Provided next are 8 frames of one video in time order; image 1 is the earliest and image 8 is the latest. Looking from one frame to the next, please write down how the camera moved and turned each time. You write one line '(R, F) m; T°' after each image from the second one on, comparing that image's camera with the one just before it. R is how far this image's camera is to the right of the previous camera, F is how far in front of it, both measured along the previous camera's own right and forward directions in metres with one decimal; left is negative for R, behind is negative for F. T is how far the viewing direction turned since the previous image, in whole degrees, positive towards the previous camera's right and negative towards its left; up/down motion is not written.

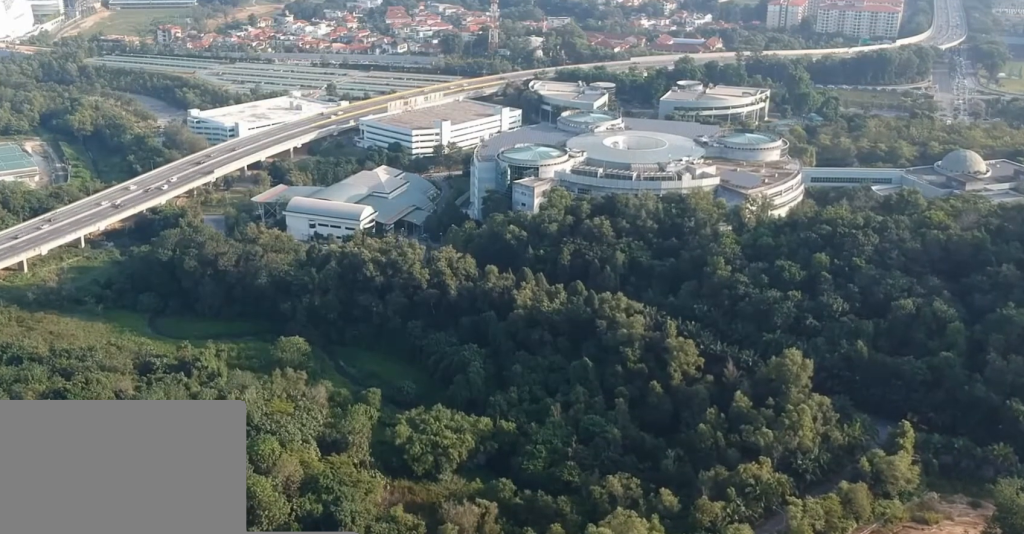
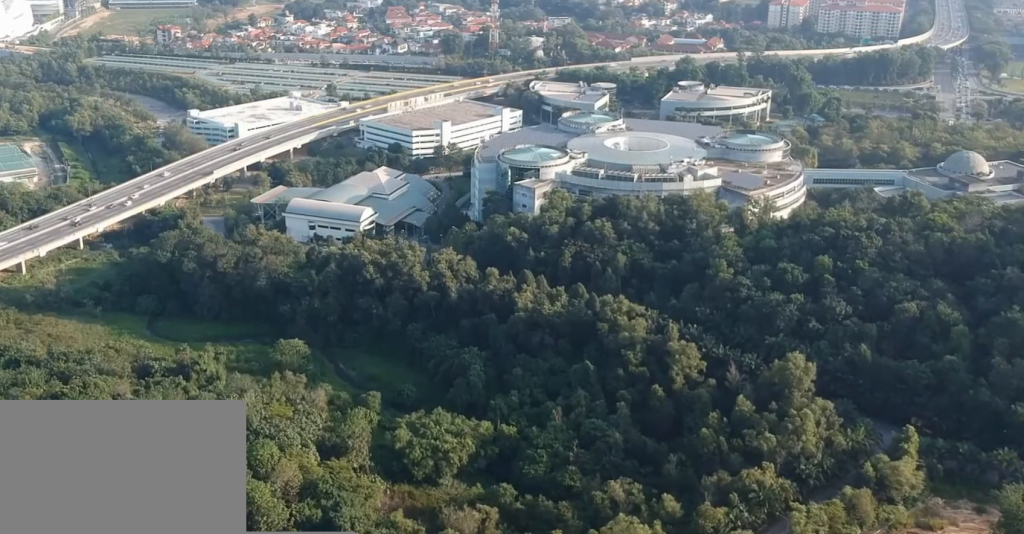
(0.0, +2.5) m; -1°
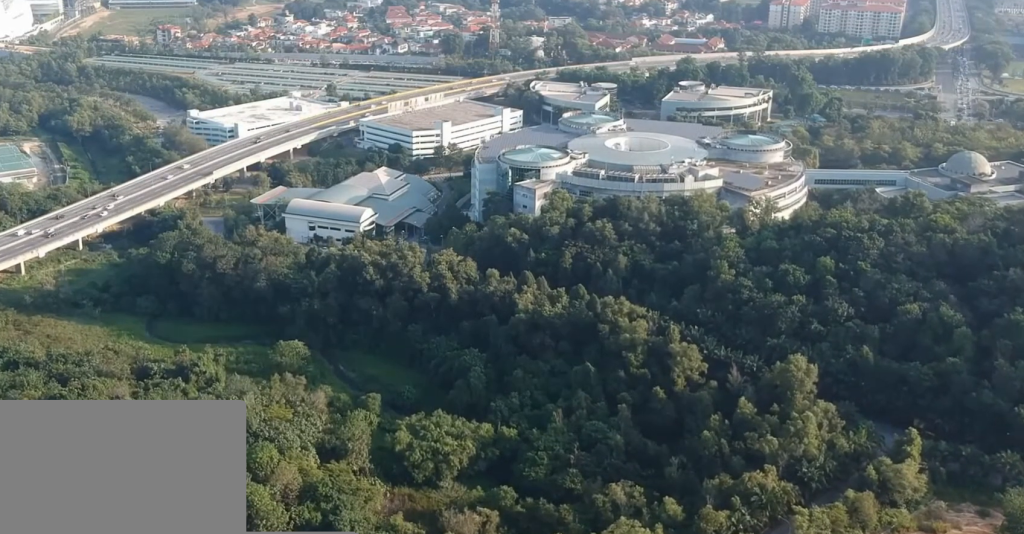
(0.0, +1.5) m; 0°
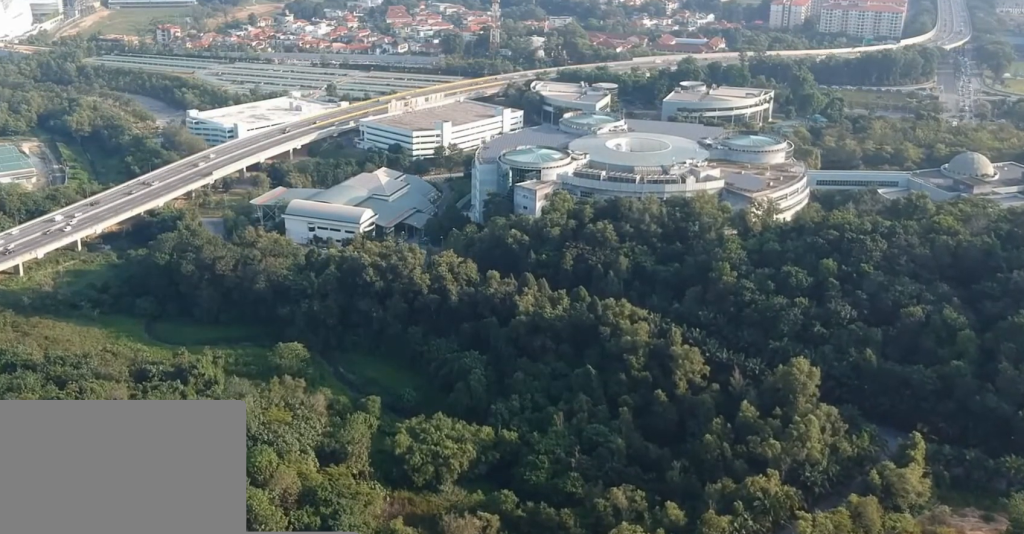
(0.0, +2.1) m; 0°
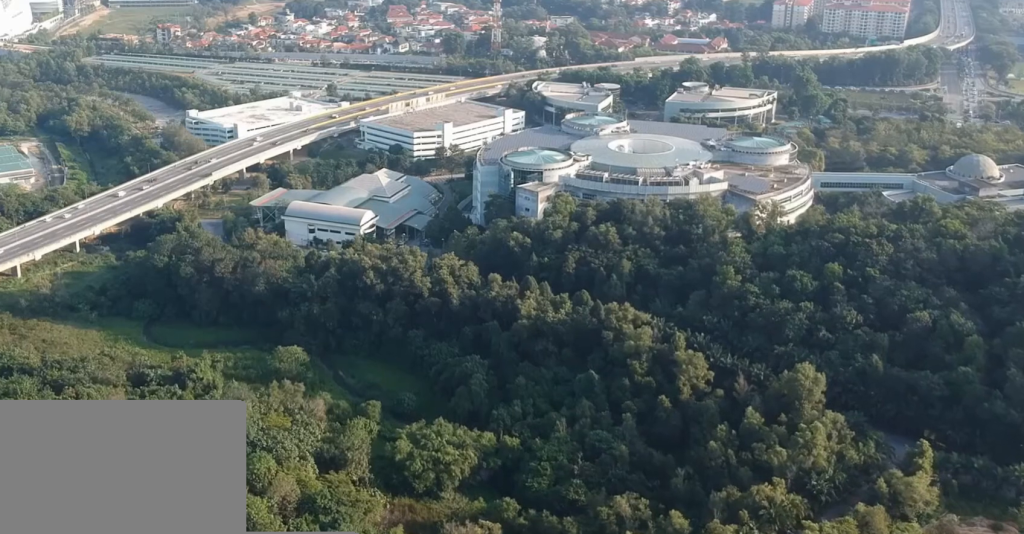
(0.0, +3.7) m; +1°
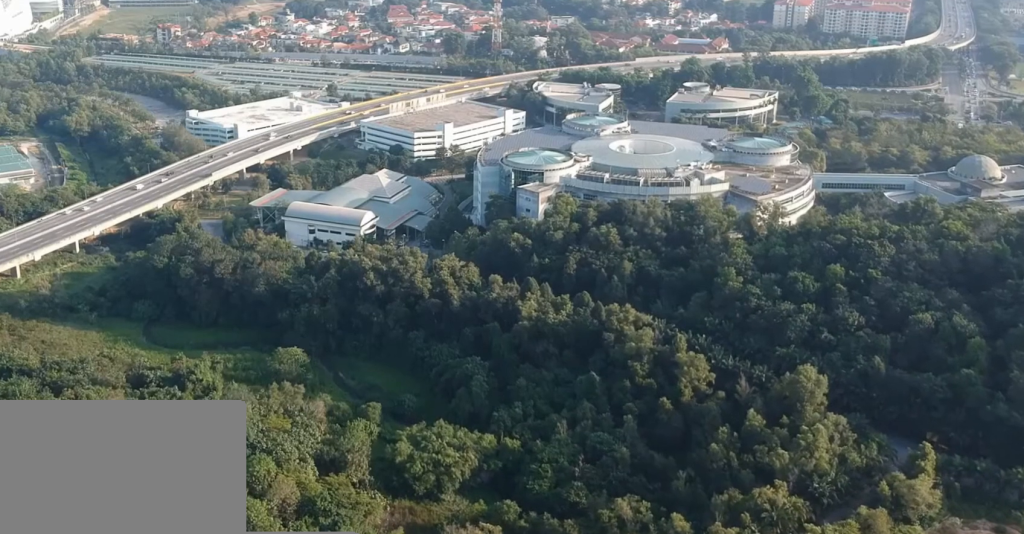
(0.0, +1.1) m; 0°
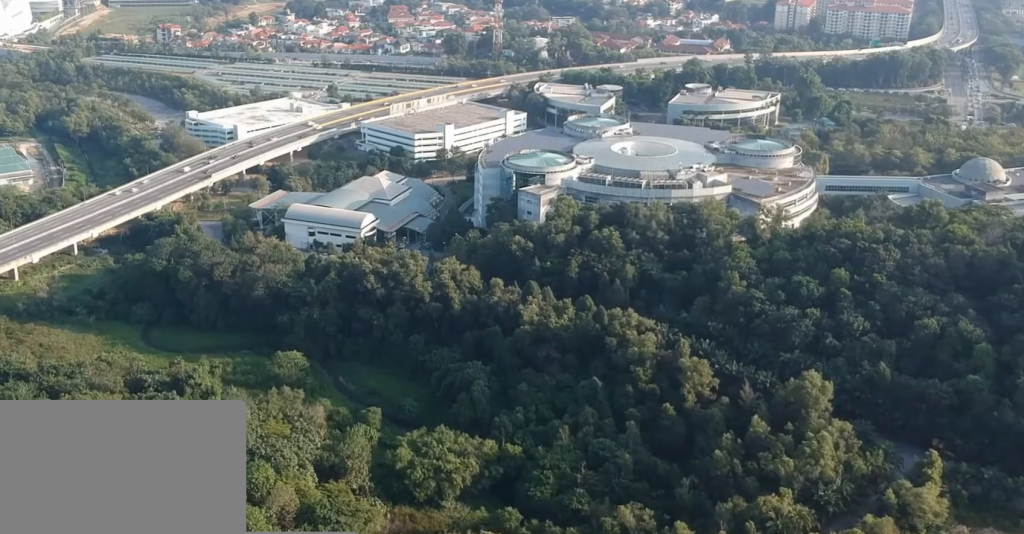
(0.0, +3.0) m; -1°
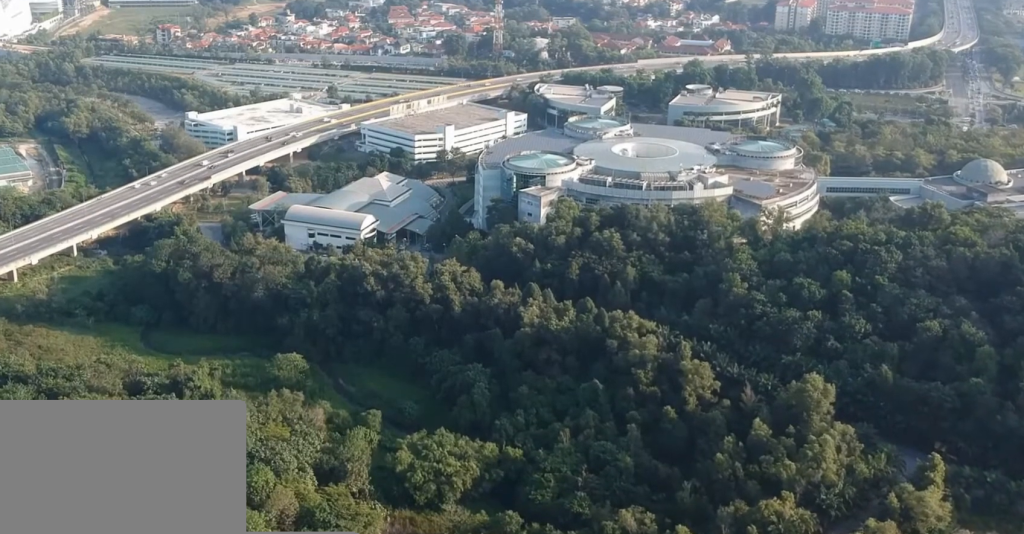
(0.0, +1.2) m; -1°
